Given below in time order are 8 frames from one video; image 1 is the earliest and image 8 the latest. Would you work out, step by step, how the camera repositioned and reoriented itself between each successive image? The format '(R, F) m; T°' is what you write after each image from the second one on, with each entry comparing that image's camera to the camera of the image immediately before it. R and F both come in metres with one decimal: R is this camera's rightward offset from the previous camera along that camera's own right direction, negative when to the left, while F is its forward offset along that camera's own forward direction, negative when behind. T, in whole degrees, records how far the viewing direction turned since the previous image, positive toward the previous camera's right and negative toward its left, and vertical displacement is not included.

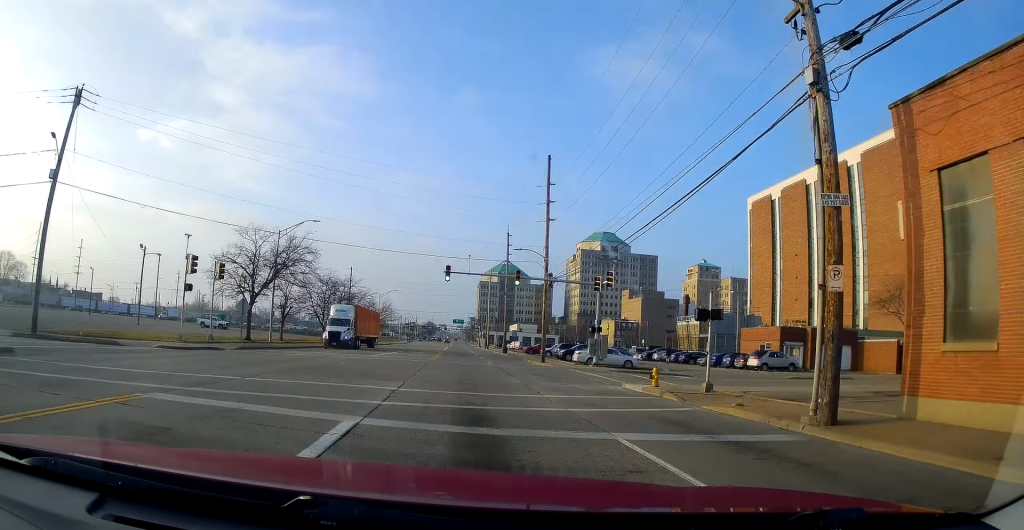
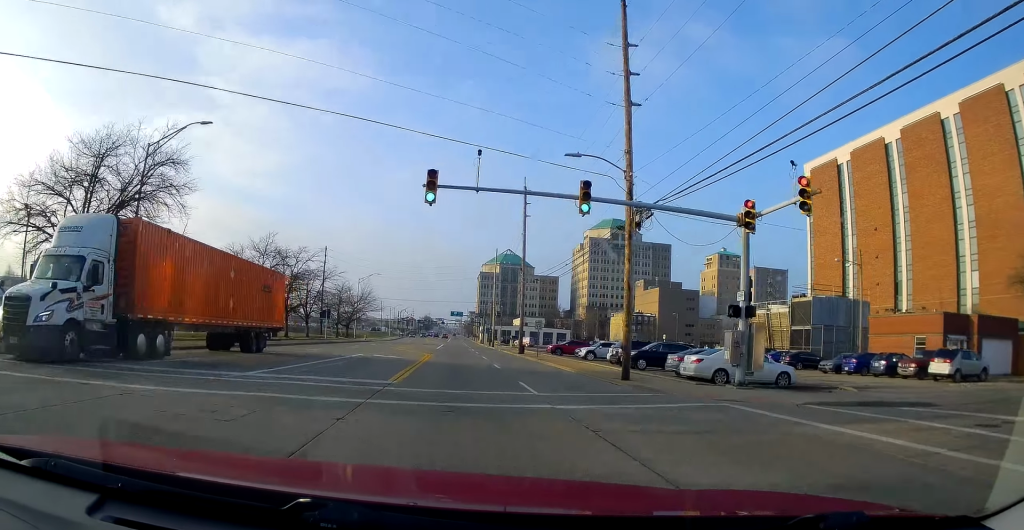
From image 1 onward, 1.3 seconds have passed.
(-0.2, +22.5) m; -1°
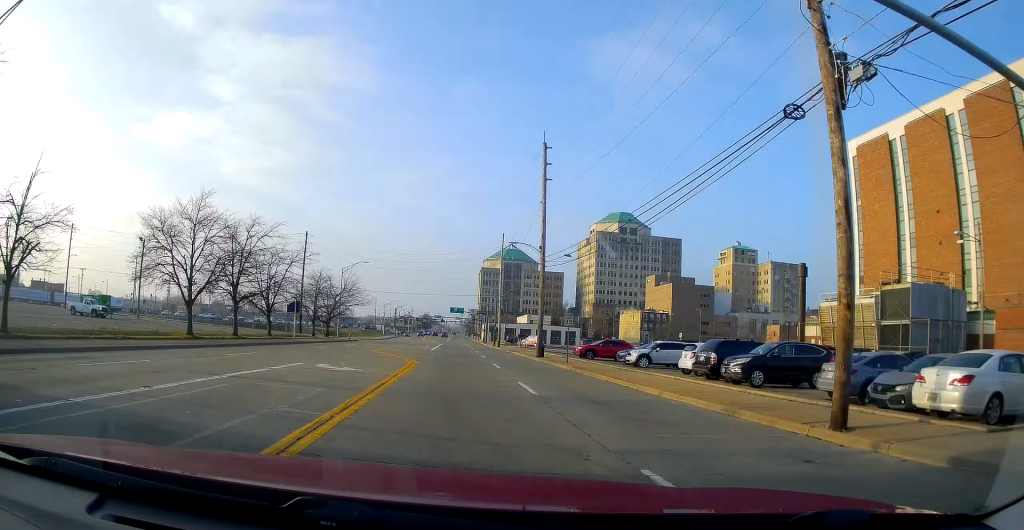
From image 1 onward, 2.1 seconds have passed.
(0.0, +13.4) m; -1°
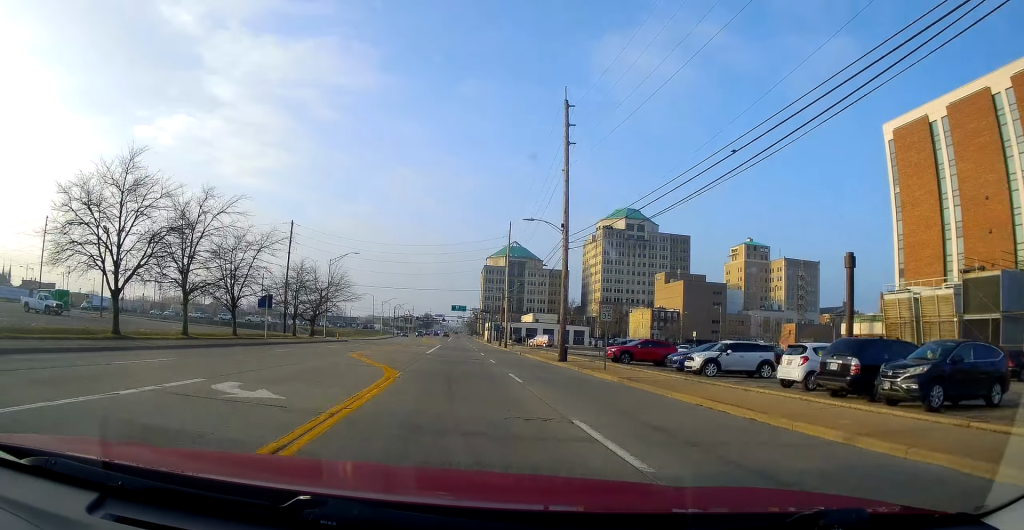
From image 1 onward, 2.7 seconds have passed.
(-0.4, +8.8) m; -1°
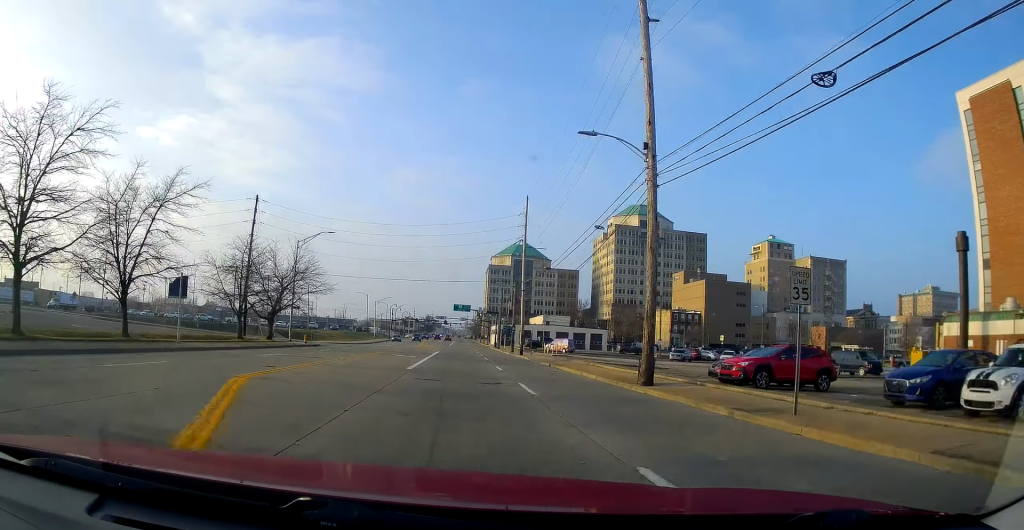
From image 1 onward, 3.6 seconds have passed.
(+0.2, +15.9) m; +2°
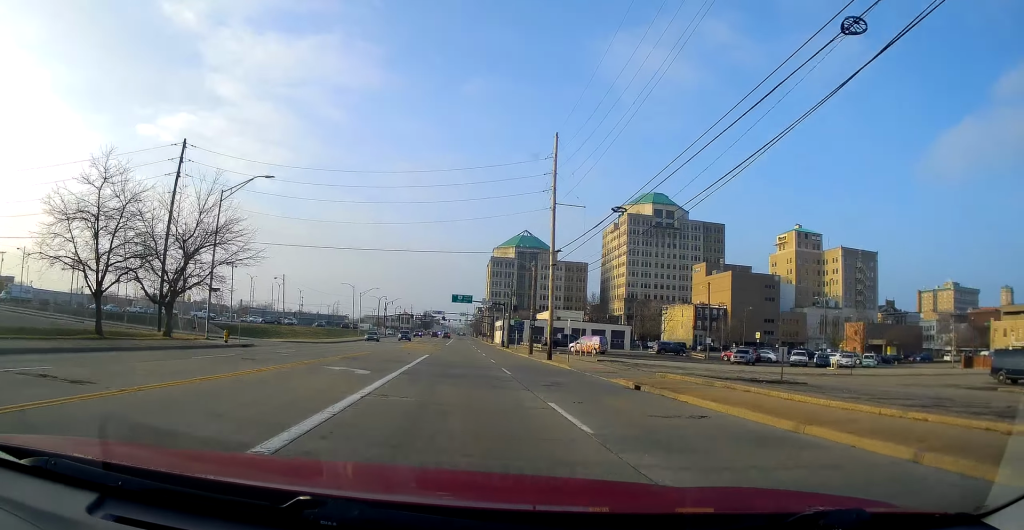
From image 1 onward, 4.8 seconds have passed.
(+0.7, +18.7) m; 0°
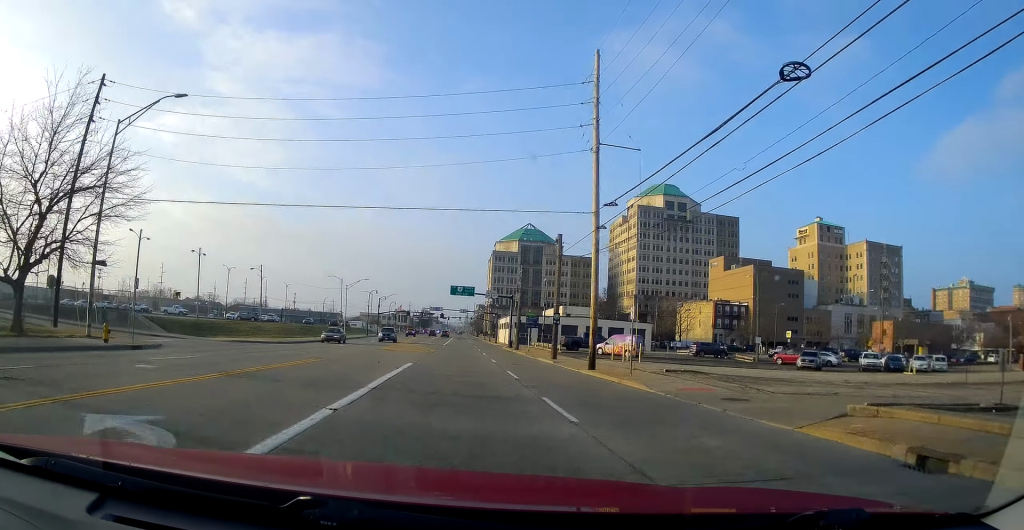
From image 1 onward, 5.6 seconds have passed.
(-0.6, +13.0) m; -1°
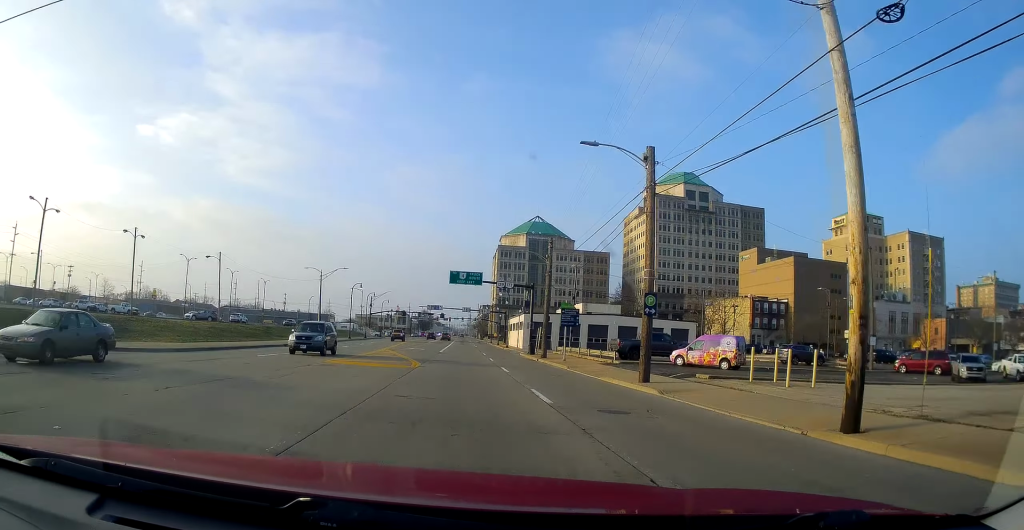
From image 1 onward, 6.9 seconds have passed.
(+0.2, +18.9) m; -1°
